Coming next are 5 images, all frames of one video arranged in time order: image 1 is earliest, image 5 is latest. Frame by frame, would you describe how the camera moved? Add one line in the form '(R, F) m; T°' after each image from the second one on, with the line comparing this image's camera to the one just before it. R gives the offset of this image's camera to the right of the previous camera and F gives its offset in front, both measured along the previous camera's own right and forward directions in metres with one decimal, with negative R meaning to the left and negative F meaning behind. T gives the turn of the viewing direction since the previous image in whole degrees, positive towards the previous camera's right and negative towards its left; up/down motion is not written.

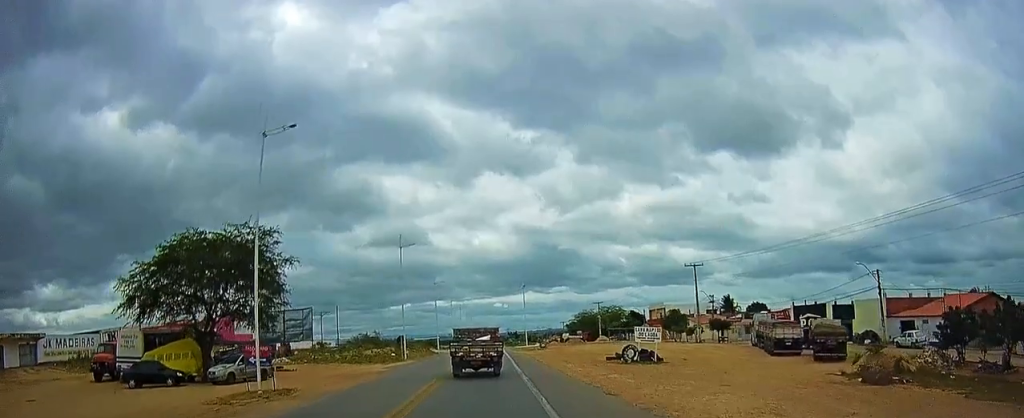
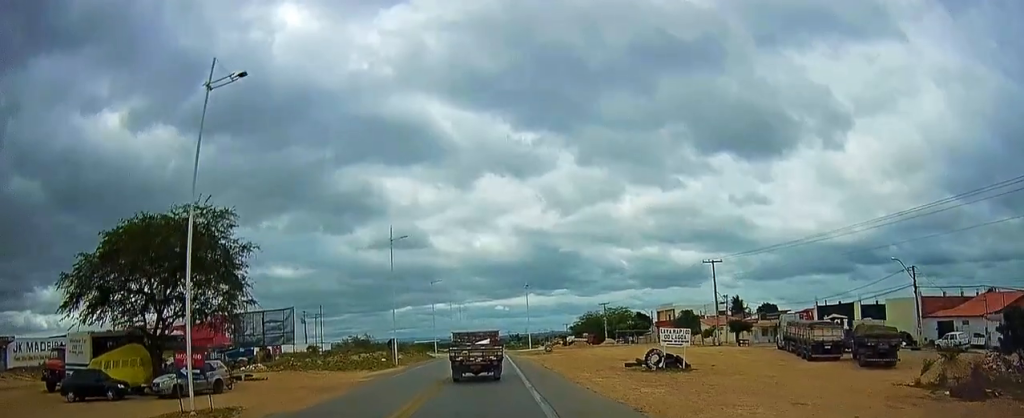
(-0.1, +5.9) m; 0°
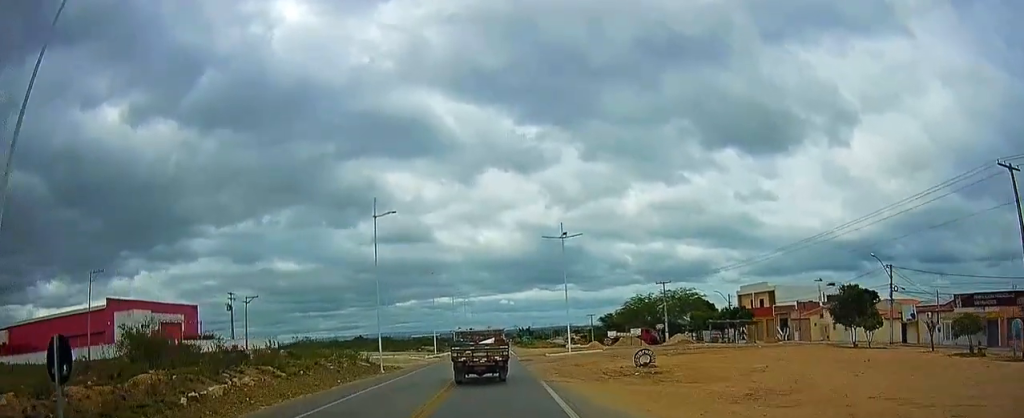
(-0.3, +44.0) m; -1°
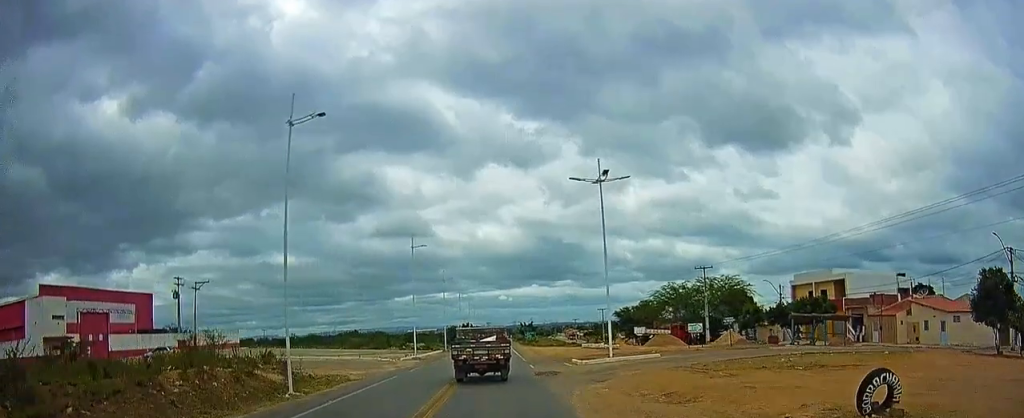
(0.0, +18.4) m; 0°
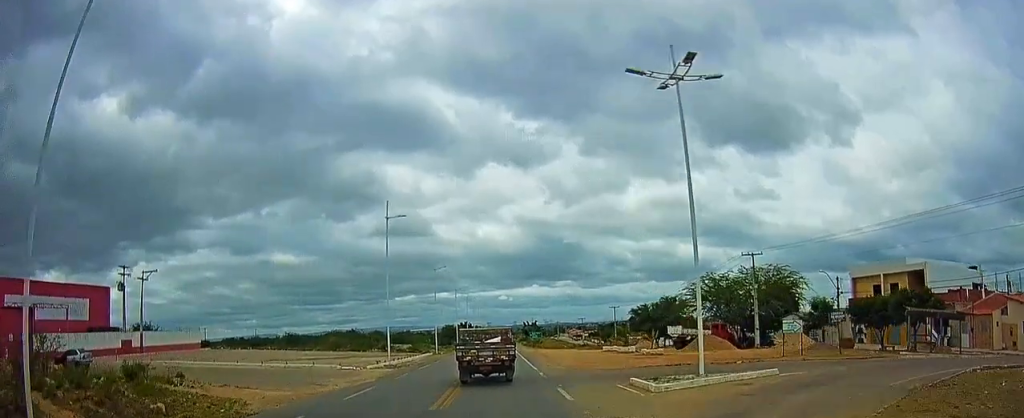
(-0.3, +14.5) m; -2°
